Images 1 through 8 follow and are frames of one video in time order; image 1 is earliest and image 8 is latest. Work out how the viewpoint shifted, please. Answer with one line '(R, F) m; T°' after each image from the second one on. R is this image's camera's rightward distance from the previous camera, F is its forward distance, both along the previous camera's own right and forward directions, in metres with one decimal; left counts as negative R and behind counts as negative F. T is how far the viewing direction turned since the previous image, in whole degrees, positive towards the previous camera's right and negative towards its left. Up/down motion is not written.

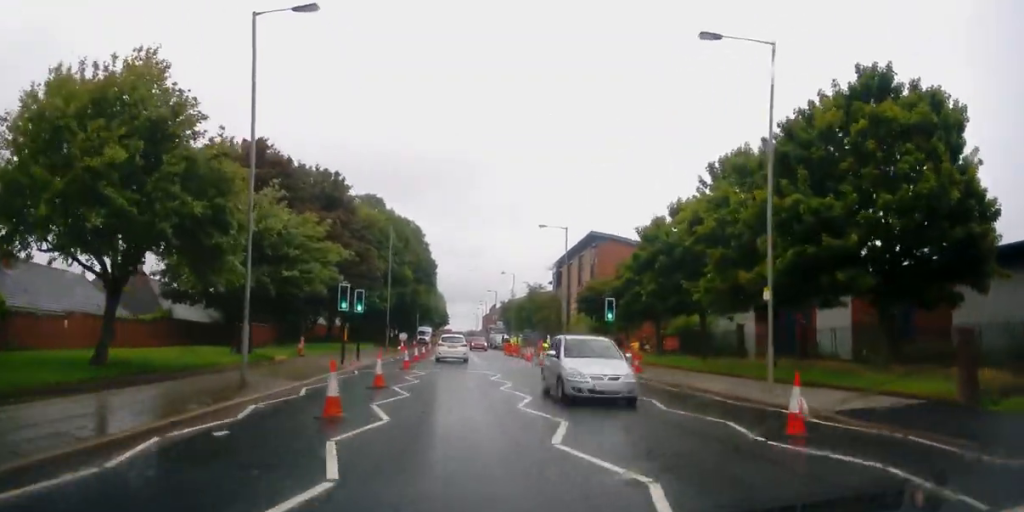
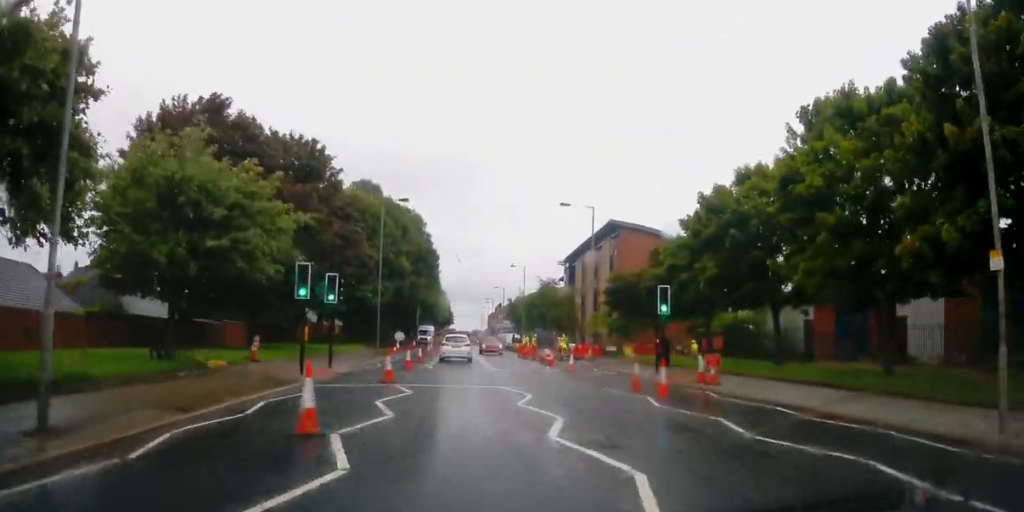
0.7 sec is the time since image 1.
(0.0, +8.3) m; 0°
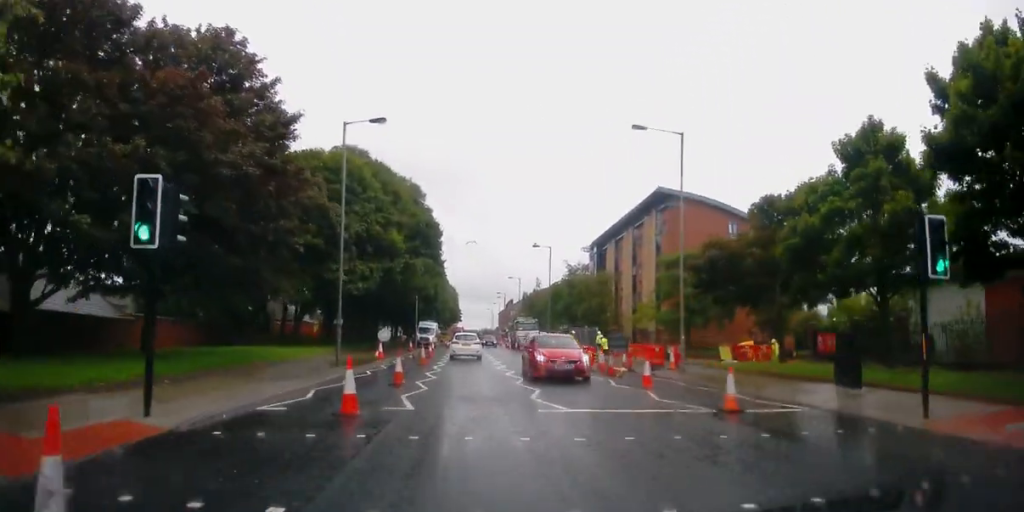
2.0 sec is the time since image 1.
(+0.1, +15.6) m; -1°
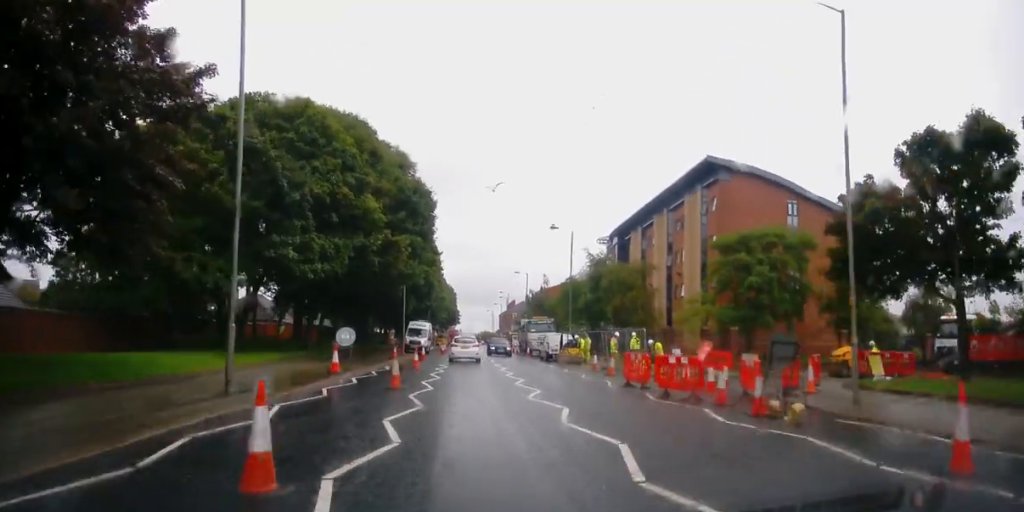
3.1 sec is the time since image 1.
(-0.3, +11.9) m; 0°
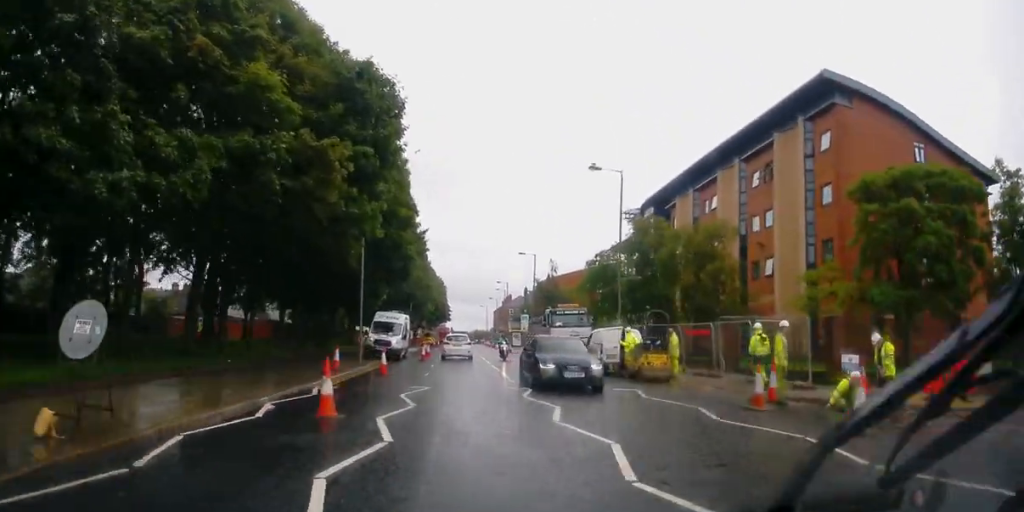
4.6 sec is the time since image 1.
(+0.3, +17.3) m; +1°
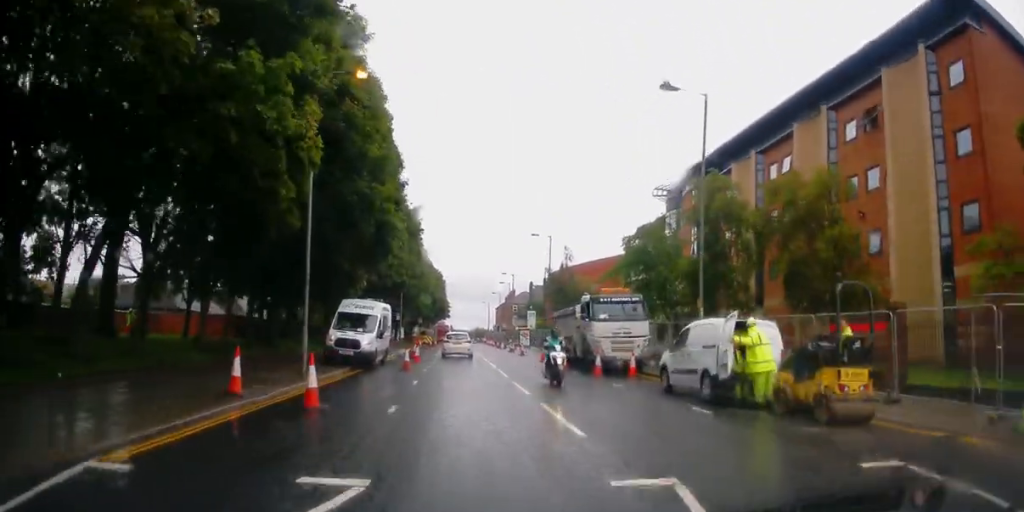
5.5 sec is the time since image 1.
(0.0, +10.8) m; 0°
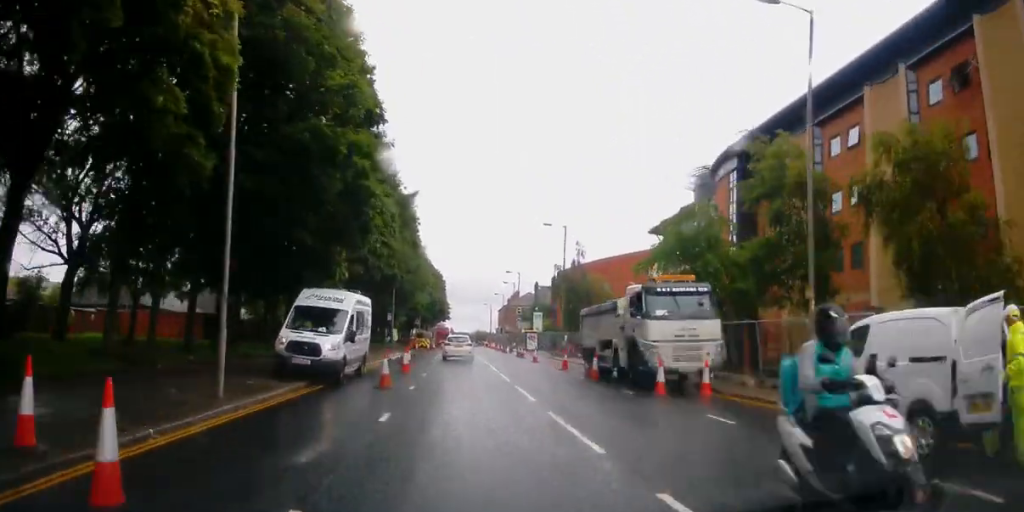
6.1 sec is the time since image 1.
(0.0, +6.9) m; 0°
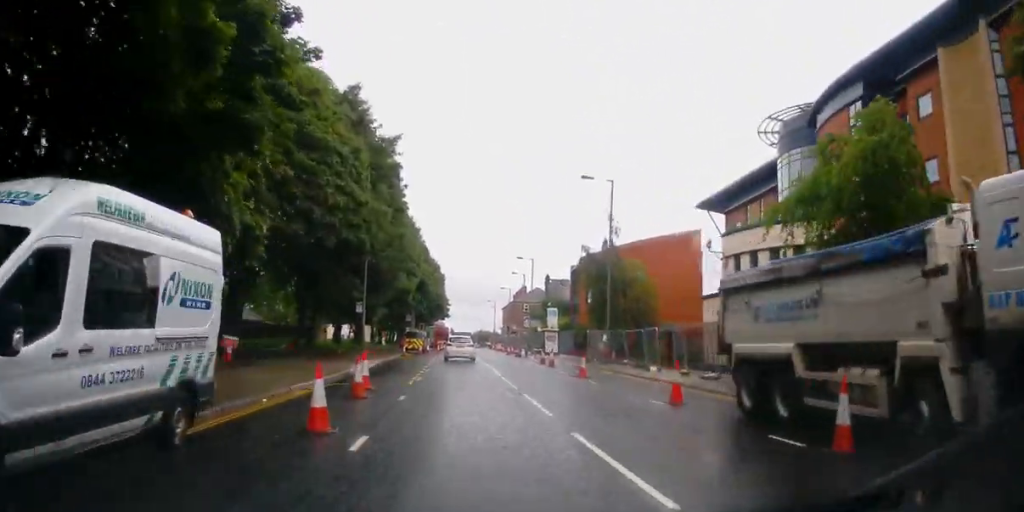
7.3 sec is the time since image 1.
(-0.1, +14.3) m; 0°
